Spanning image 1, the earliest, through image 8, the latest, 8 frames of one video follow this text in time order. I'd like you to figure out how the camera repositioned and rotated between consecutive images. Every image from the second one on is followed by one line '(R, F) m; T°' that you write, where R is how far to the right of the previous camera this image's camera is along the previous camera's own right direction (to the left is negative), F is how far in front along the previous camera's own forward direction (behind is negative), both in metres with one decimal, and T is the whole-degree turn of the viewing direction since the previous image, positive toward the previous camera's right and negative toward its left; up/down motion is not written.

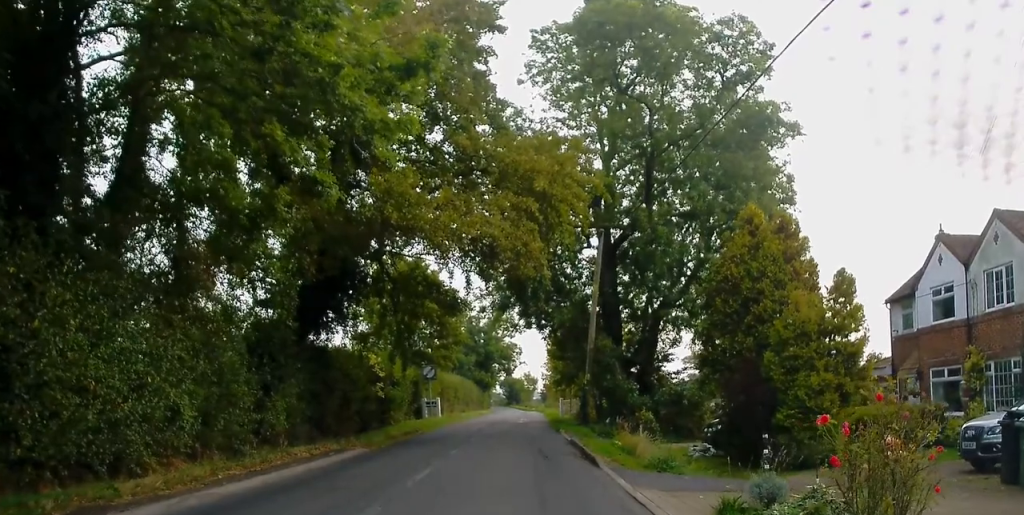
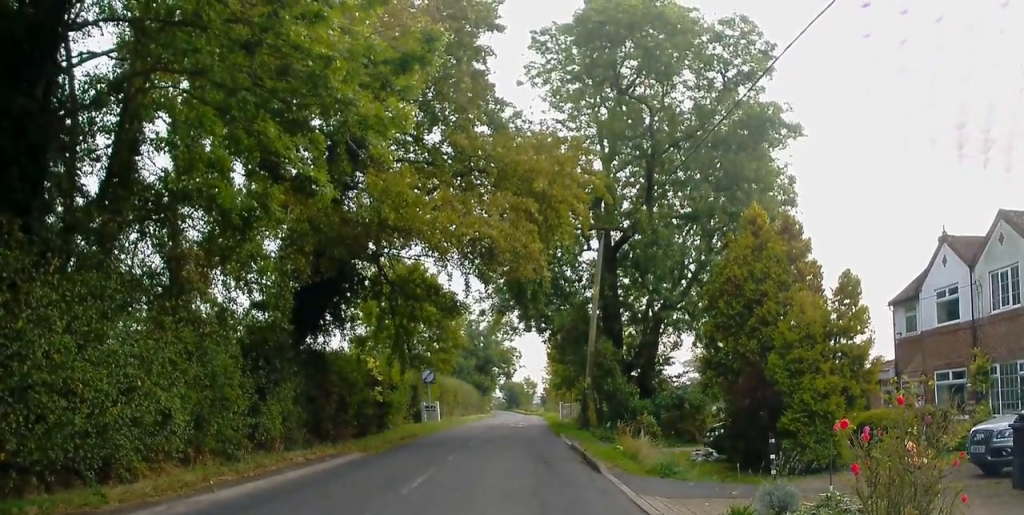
(+0.2, +0.7) m; 0°
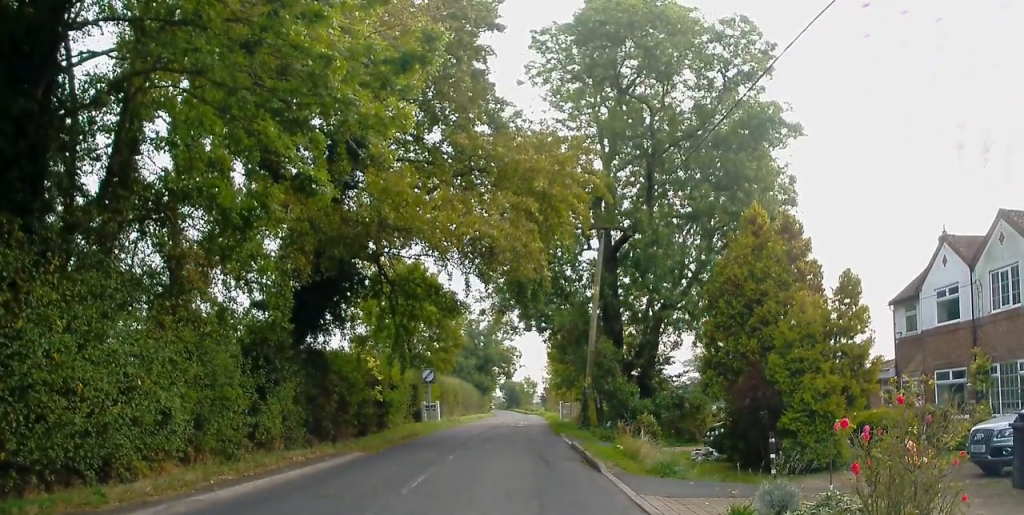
(0.0, 0.0) m; 0°
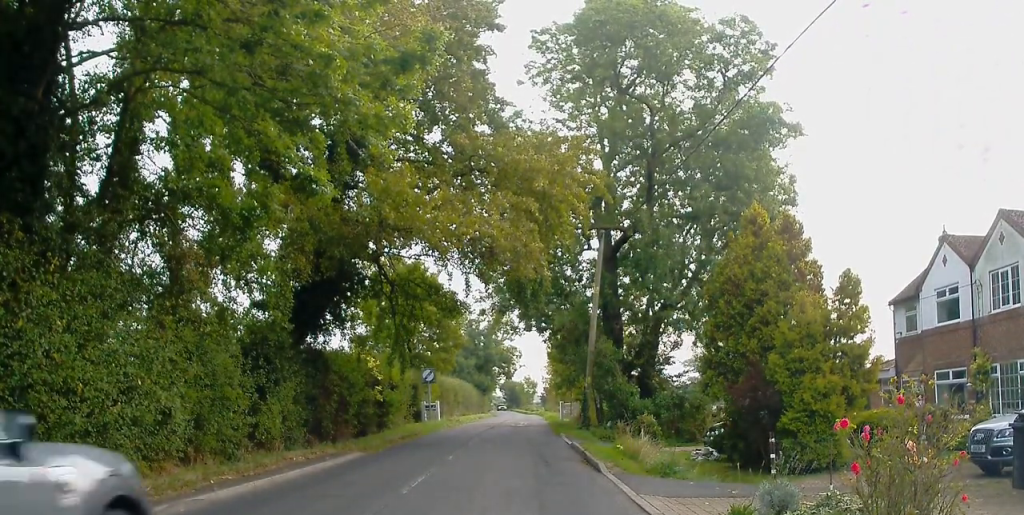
(0.0, 0.0) m; 0°
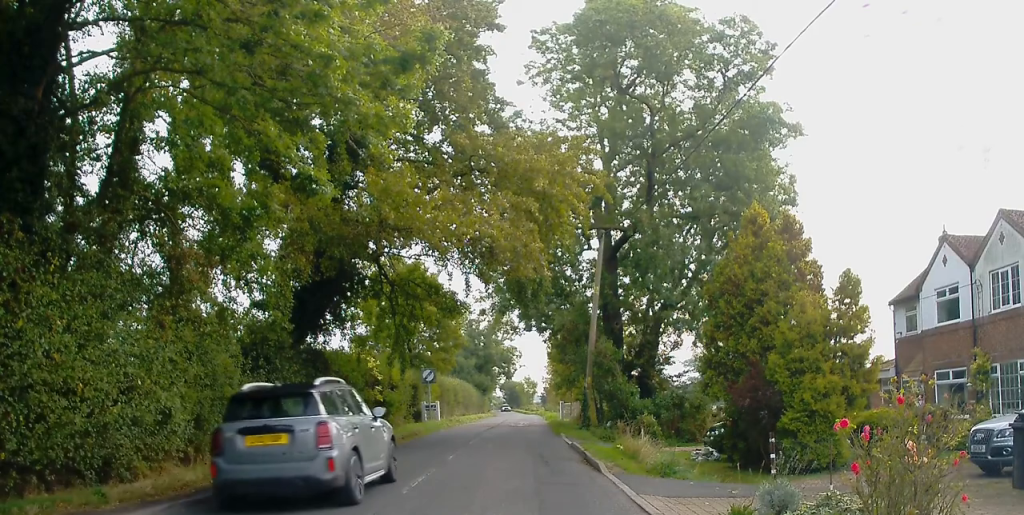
(0.0, 0.0) m; 0°
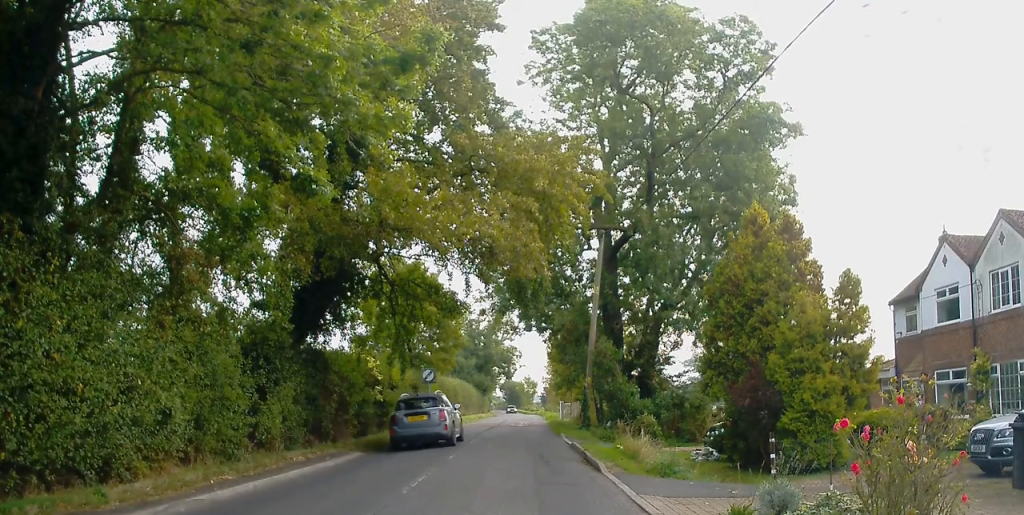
(0.0, 0.0) m; 0°
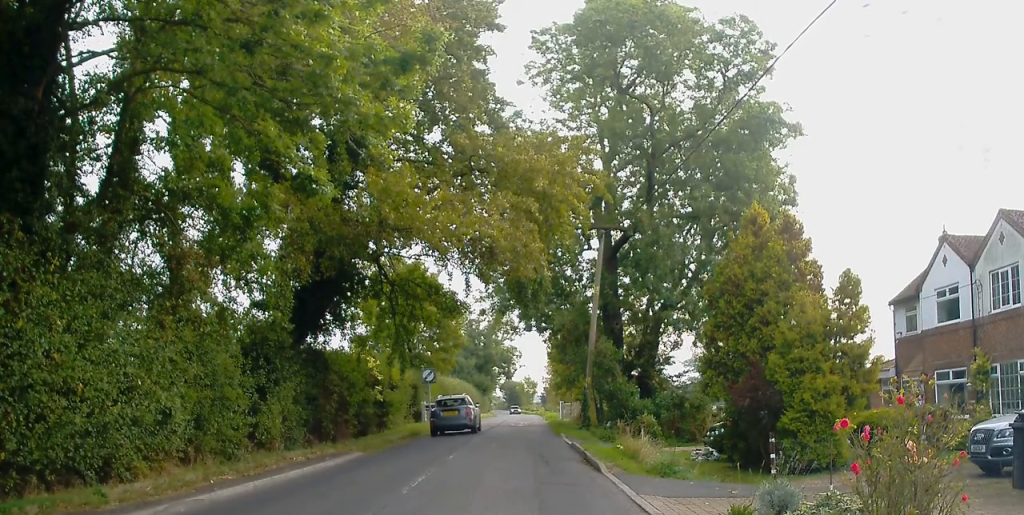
(0.0, 0.0) m; 0°
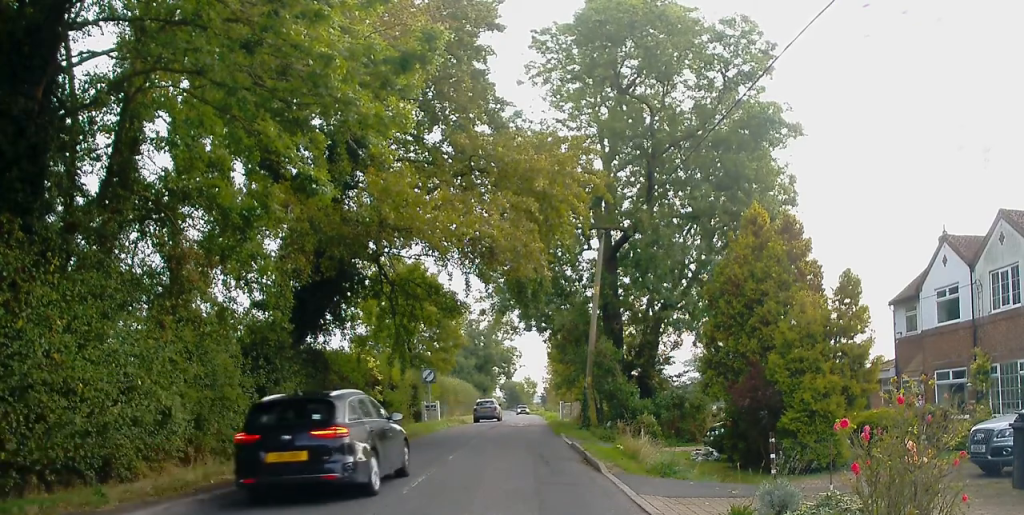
(0.0, 0.0) m; 0°
